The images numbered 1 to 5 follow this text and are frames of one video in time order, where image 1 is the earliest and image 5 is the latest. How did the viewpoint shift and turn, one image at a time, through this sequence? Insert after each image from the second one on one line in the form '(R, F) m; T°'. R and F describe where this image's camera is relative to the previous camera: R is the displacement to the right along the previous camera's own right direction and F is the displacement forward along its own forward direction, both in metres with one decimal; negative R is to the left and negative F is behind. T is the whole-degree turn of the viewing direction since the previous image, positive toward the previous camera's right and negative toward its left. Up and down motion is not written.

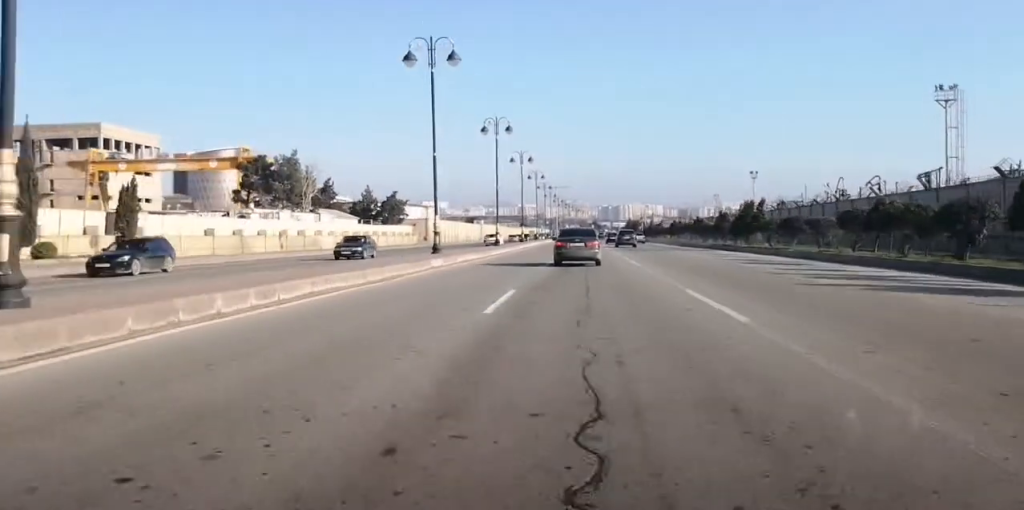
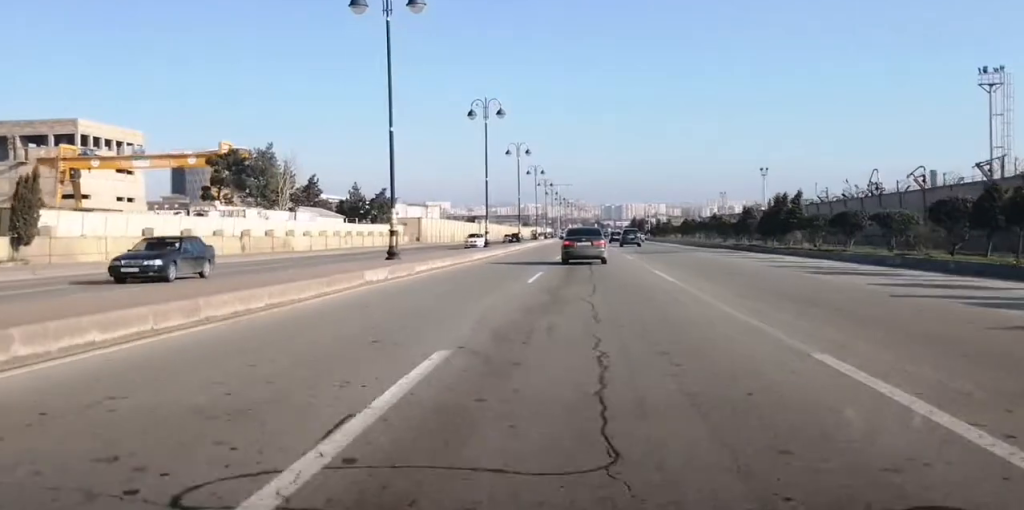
(-0.4, +10.6) m; -1°
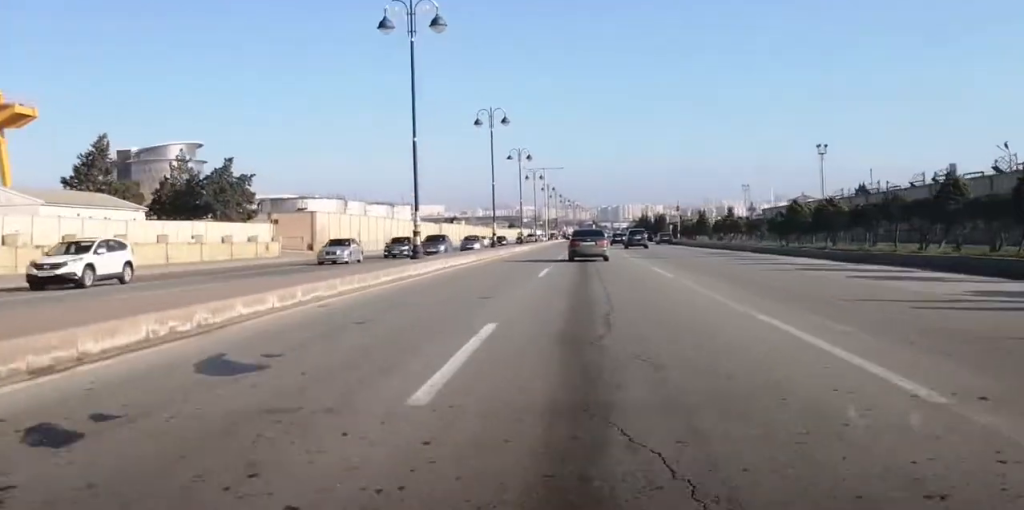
(+1.3, +57.4) m; +1°
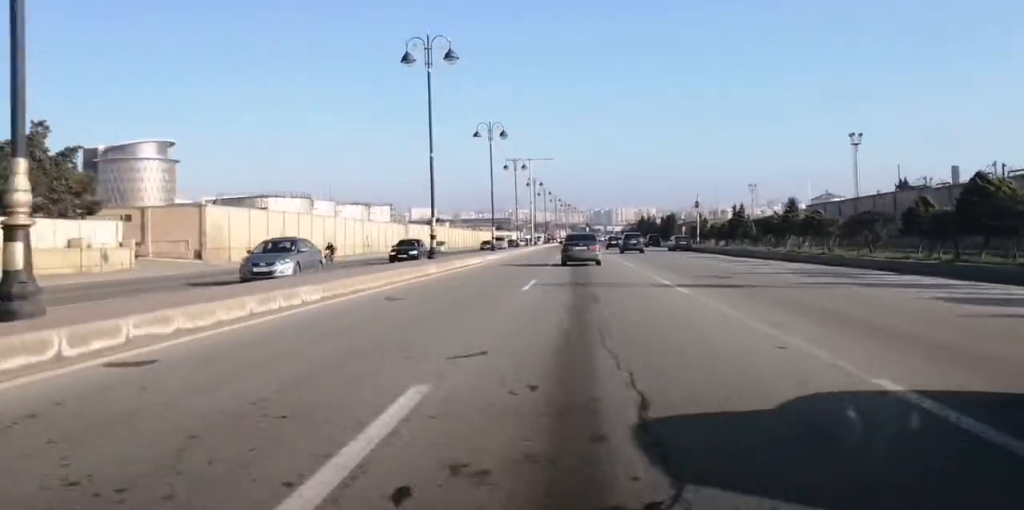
(0.0, +25.6) m; 0°
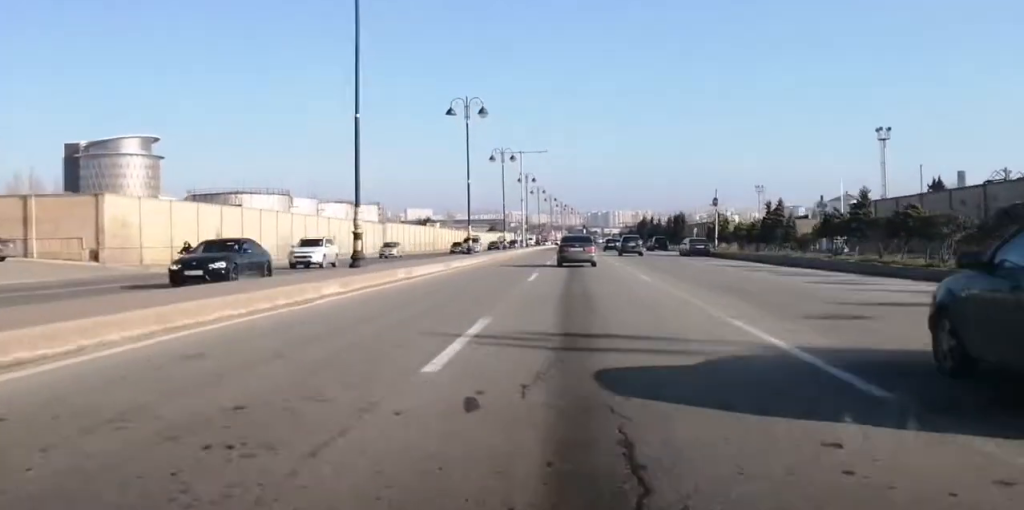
(+0.1, +13.7) m; -1°
